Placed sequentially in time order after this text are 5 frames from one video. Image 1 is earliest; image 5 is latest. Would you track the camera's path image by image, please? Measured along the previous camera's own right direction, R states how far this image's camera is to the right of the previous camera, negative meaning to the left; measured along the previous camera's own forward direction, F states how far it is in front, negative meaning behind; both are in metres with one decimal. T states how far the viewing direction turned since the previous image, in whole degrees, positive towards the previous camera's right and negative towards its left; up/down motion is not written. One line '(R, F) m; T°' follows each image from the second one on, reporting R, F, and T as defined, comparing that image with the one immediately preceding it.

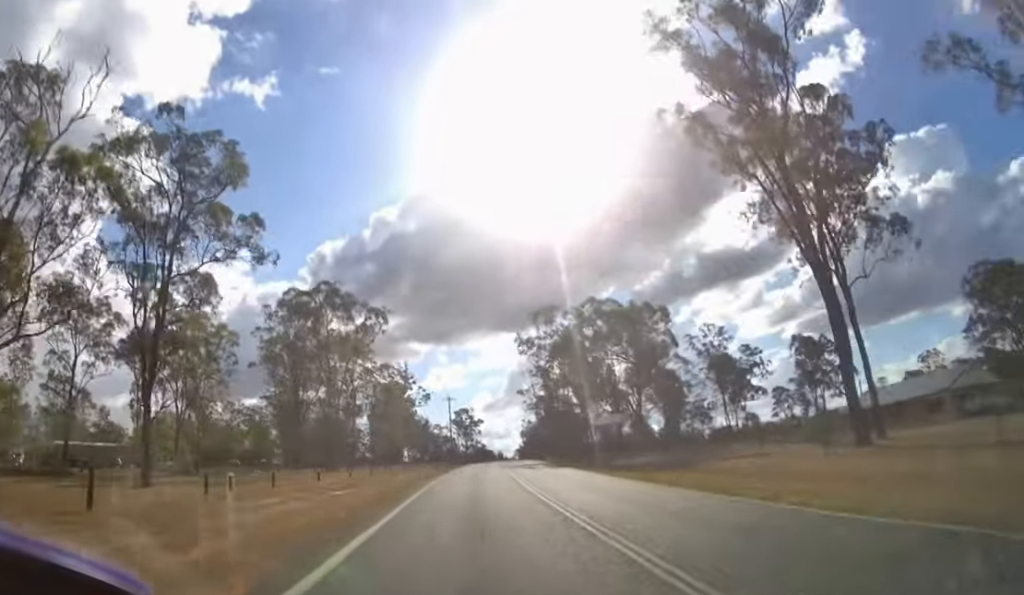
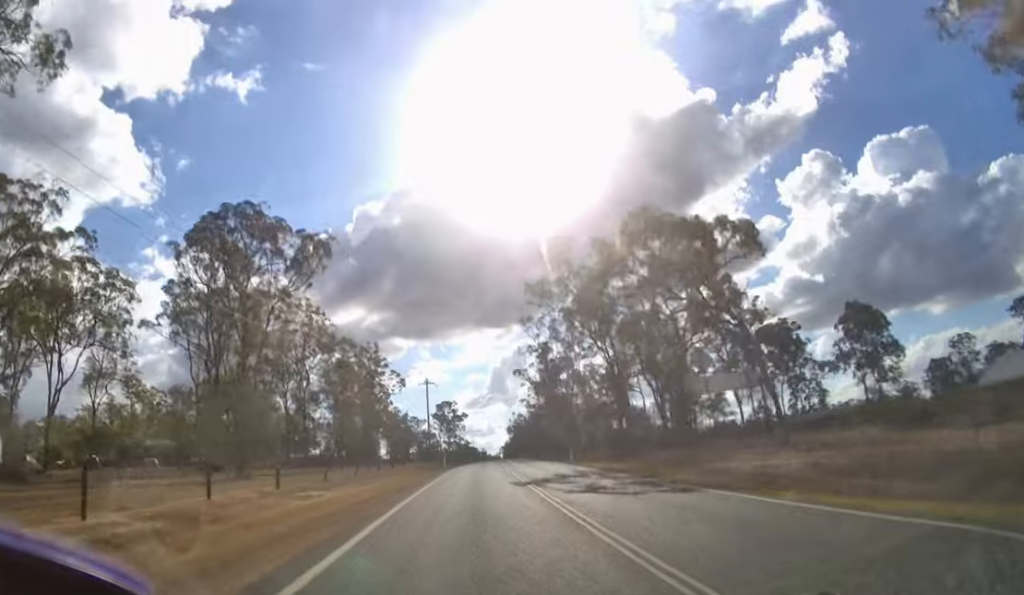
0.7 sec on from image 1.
(+0.4, +20.2) m; +2°
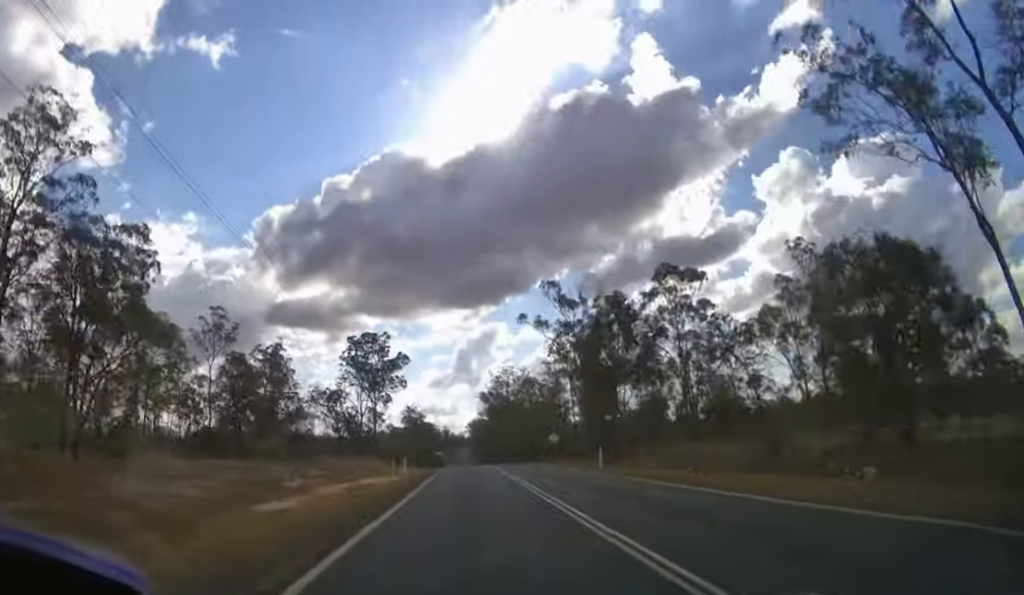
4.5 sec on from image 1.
(+5.7, +89.7) m; +5°
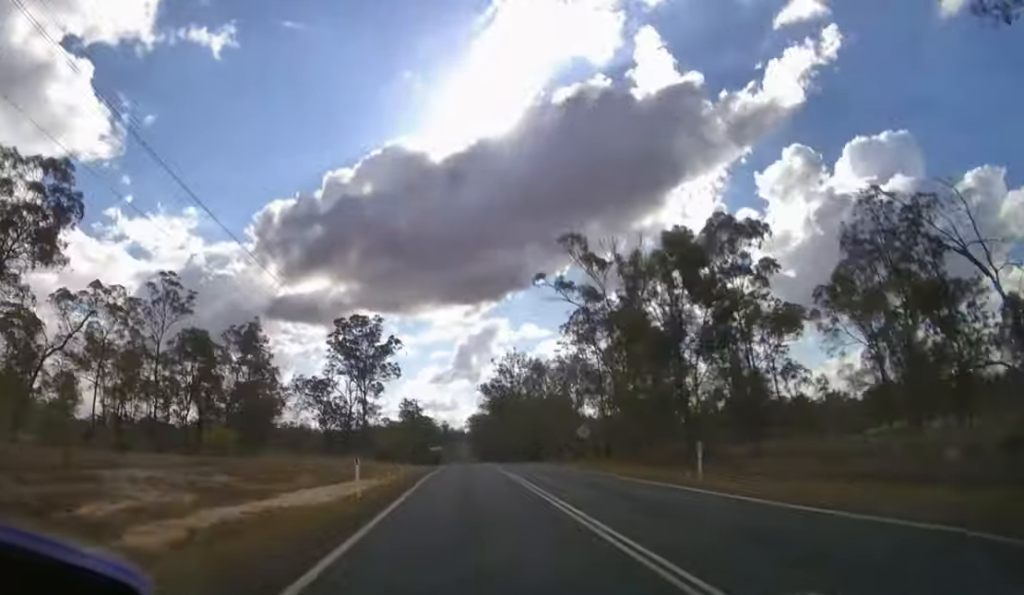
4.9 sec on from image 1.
(0.0, +8.9) m; 0°
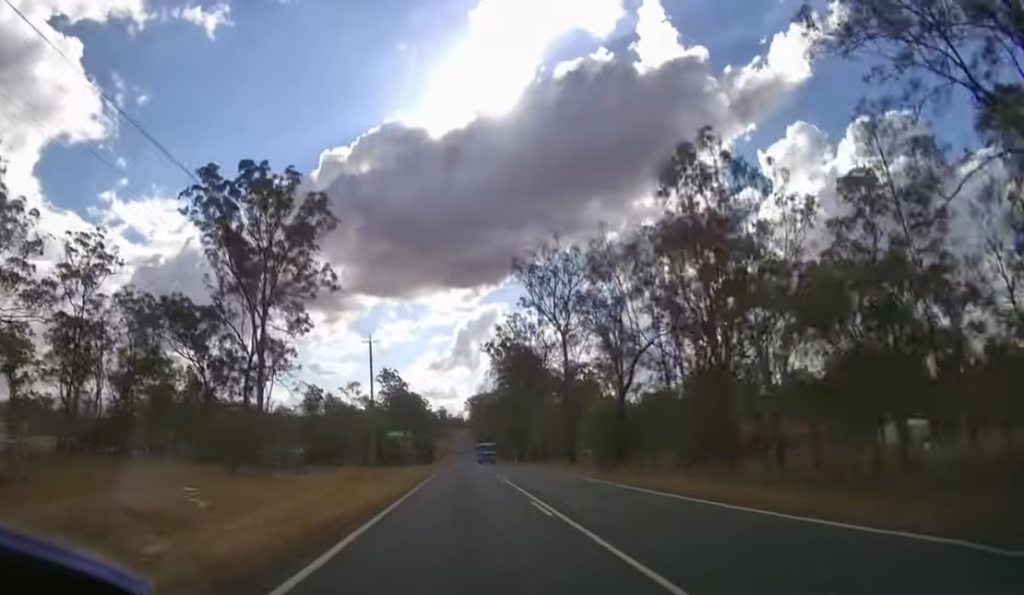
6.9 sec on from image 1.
(+0.1, +40.8) m; 0°
